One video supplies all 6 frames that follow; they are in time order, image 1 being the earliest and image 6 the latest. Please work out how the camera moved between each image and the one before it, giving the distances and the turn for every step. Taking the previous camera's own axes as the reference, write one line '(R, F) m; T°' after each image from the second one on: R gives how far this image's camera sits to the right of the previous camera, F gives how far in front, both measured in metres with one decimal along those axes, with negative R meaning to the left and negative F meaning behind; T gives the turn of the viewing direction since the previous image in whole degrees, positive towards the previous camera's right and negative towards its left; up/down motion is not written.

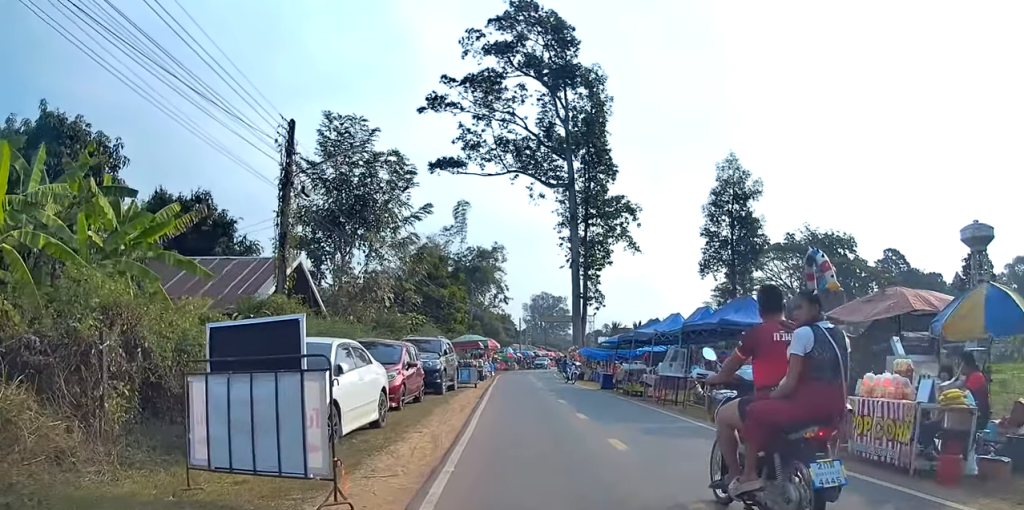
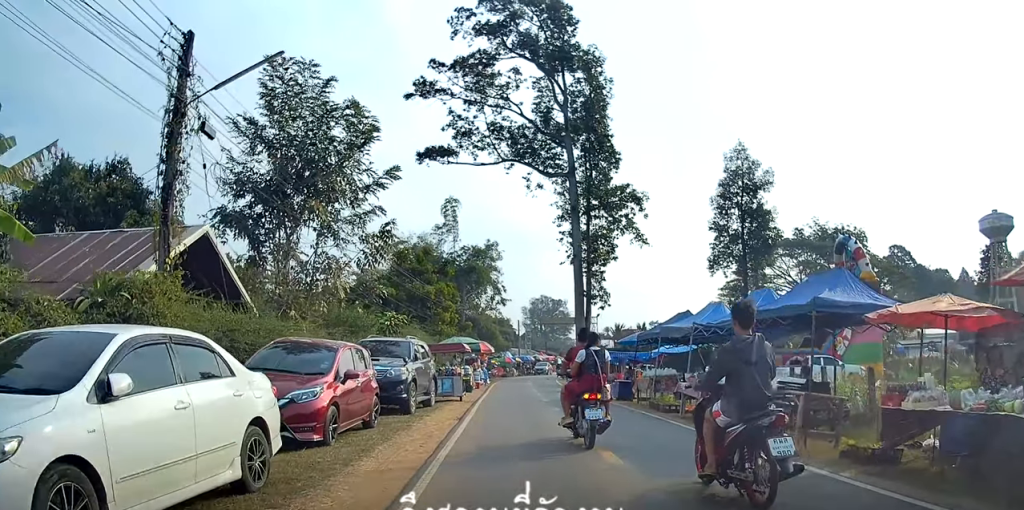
(+0.1, +4.2) m; 0°
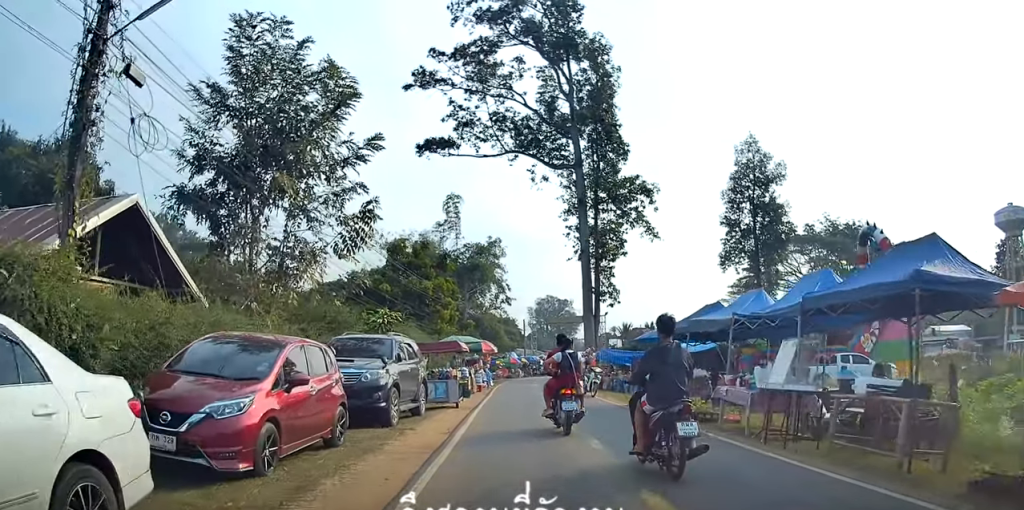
(0.0, +2.0) m; -6°
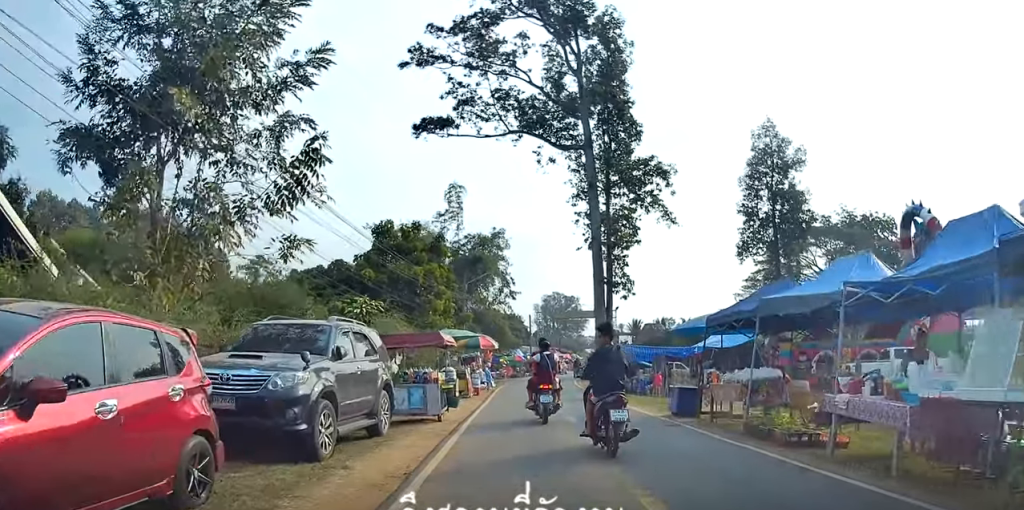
(-0.3, +3.3) m; -7°
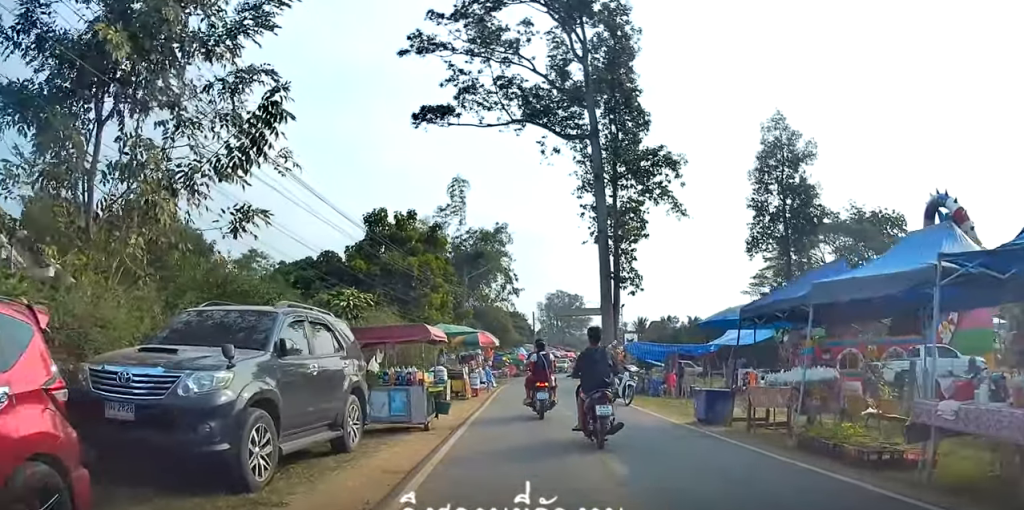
(0.0, +1.6) m; -1°
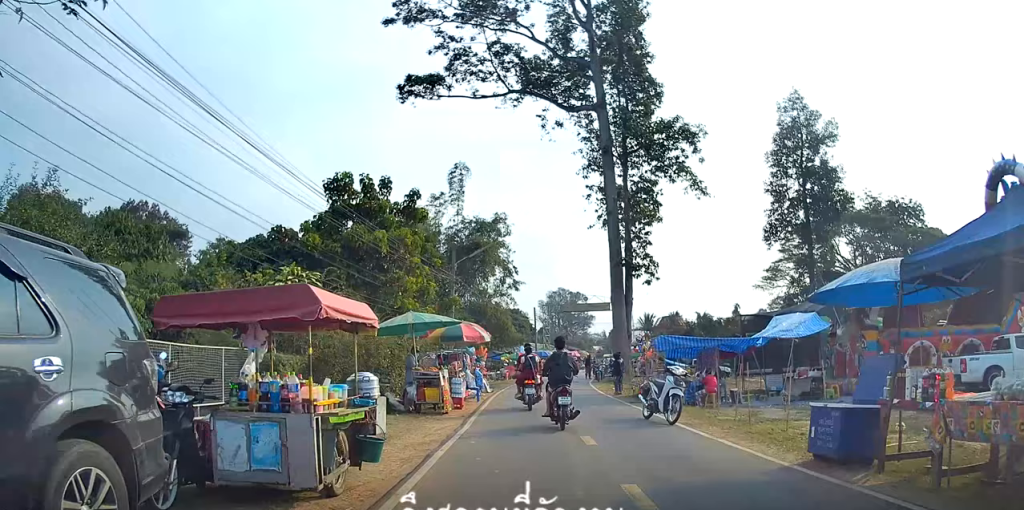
(-0.4, +5.0) m; -7°
